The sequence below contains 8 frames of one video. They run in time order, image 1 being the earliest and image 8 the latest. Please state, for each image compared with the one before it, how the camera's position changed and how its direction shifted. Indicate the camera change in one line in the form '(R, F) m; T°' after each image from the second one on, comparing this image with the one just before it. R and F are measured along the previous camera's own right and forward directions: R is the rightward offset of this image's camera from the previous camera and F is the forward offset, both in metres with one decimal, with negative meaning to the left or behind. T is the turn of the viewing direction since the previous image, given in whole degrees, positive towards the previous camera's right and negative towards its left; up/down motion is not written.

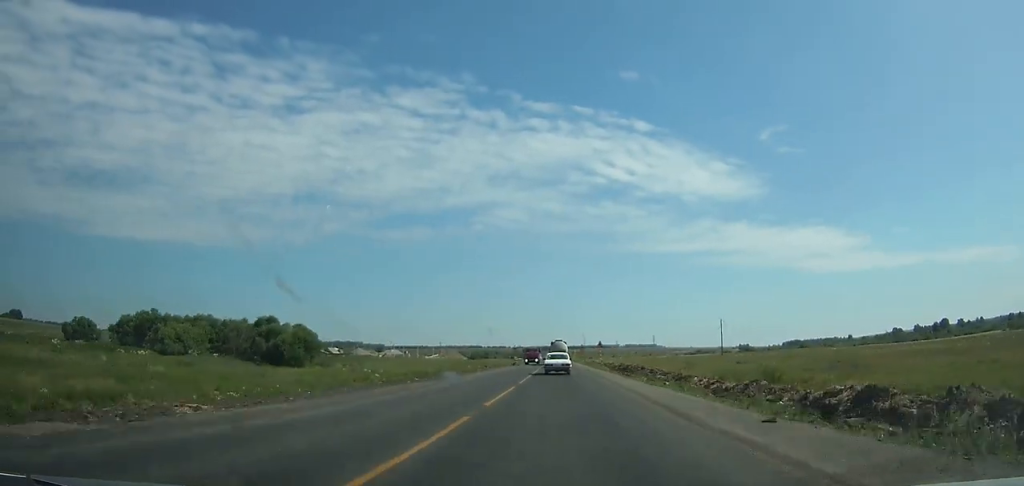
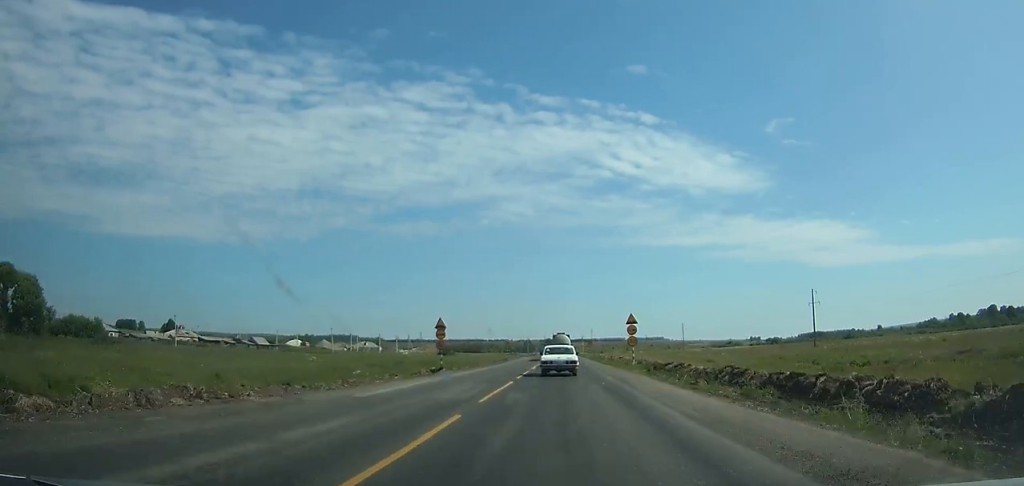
(-0.7, +71.3) m; -1°
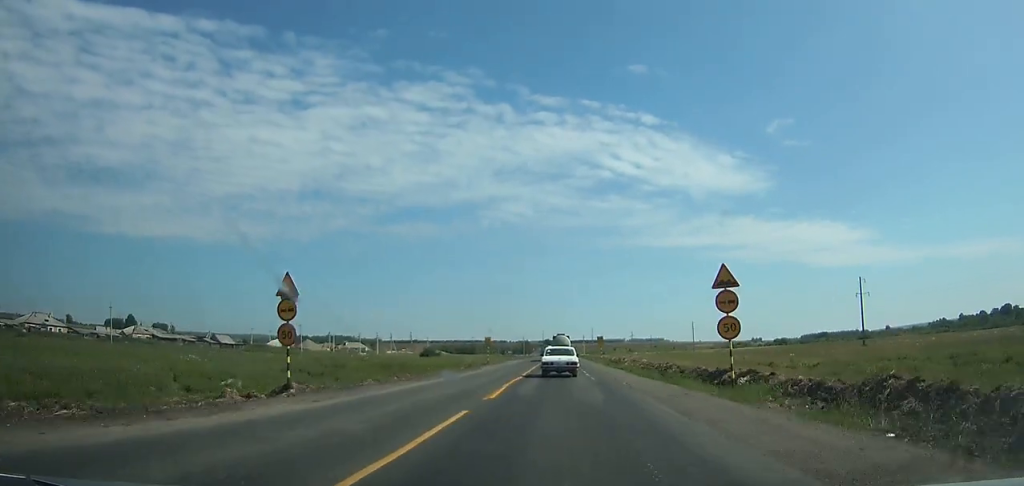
(-0.1, +24.4) m; 0°
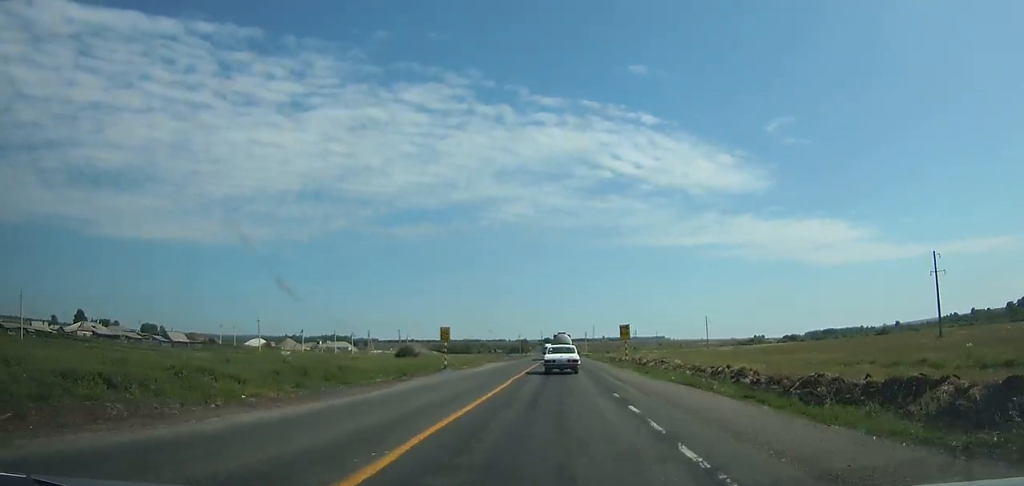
(0.0, +25.5) m; 0°
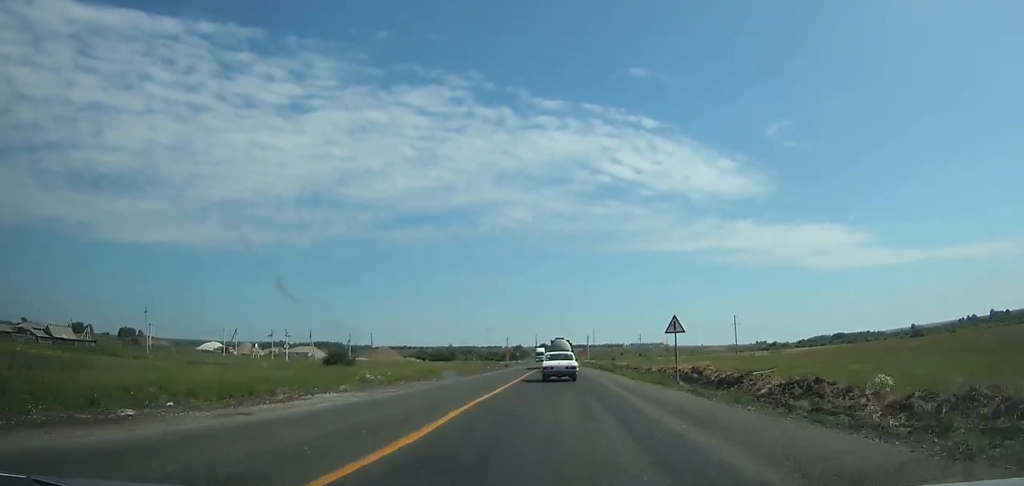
(+0.1, +40.7) m; 0°
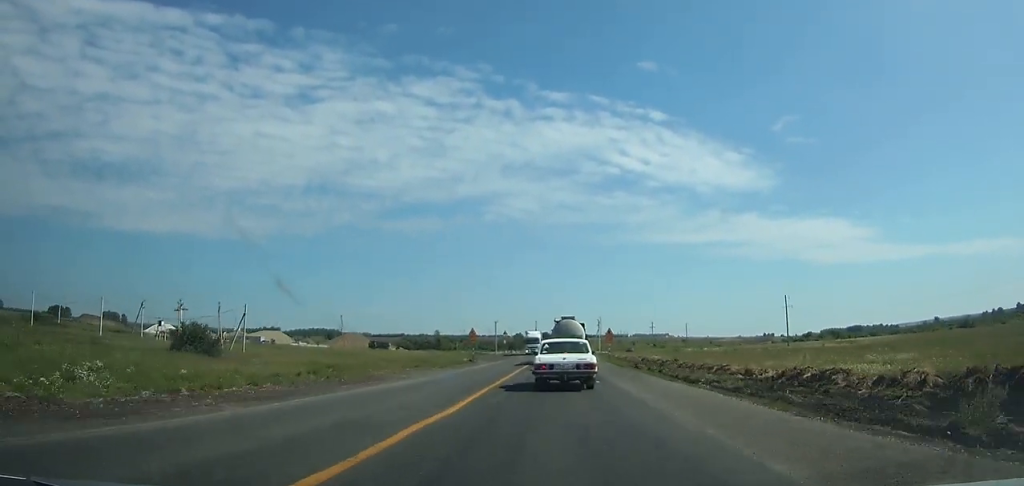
(-0.1, +38.2) m; -1°
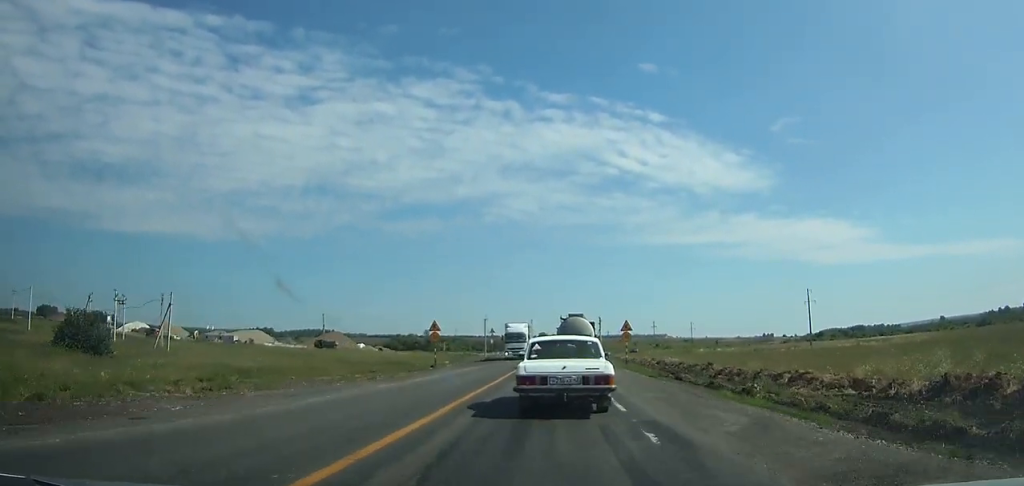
(-0.1, +17.9) m; 0°
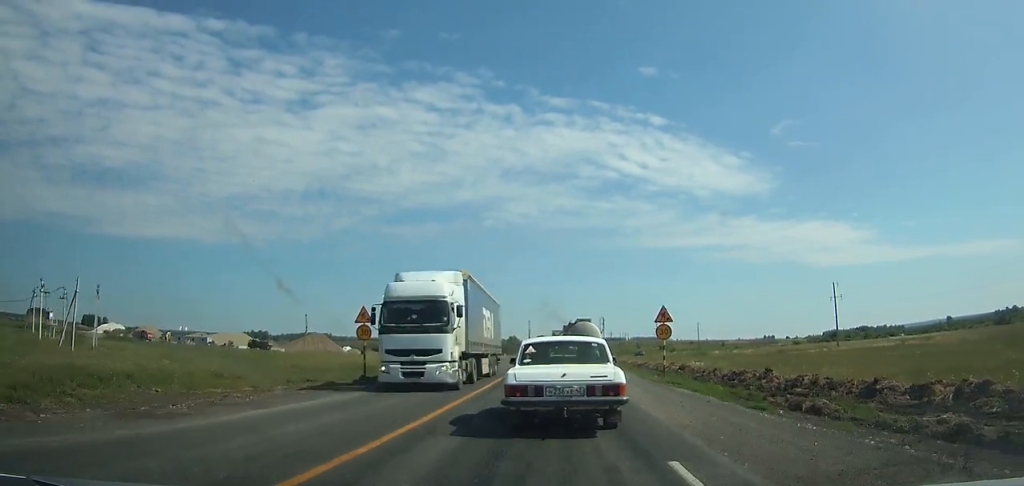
(+0.2, +16.9) m; +1°
